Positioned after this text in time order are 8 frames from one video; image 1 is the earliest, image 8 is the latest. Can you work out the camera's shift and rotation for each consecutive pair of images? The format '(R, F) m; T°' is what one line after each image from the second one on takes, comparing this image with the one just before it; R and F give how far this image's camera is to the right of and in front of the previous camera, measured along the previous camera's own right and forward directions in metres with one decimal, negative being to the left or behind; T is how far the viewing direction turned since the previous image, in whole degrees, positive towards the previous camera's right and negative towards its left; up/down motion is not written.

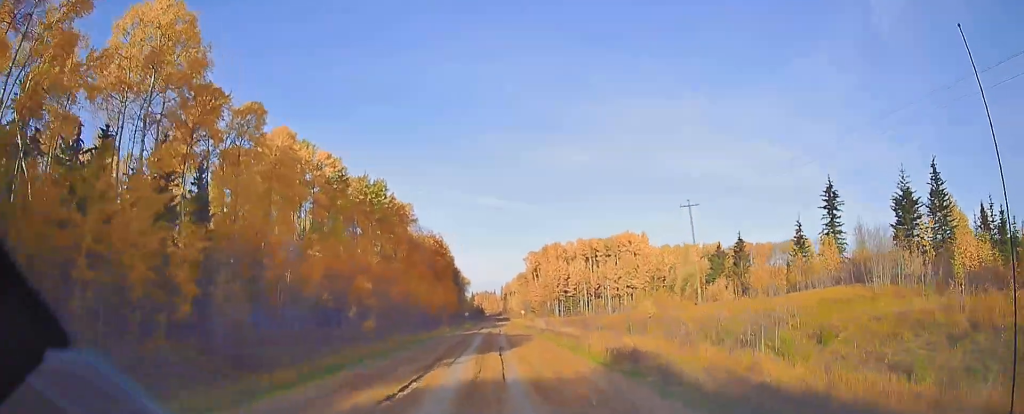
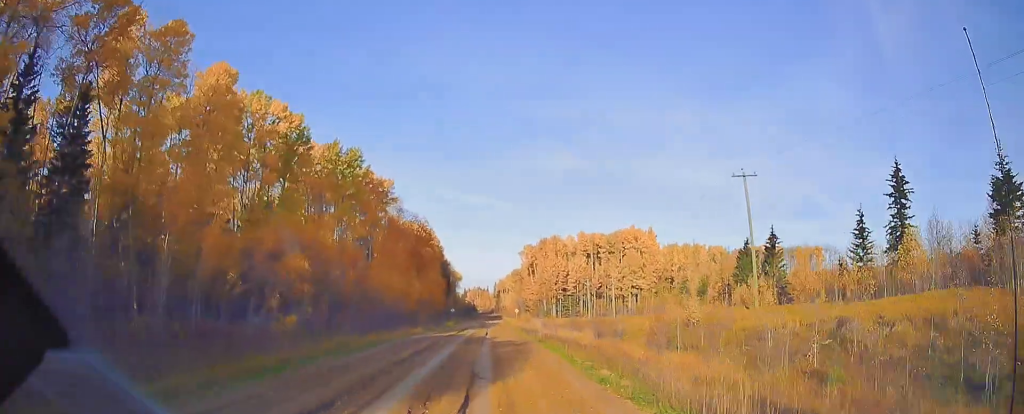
(0.0, +14.3) m; 0°
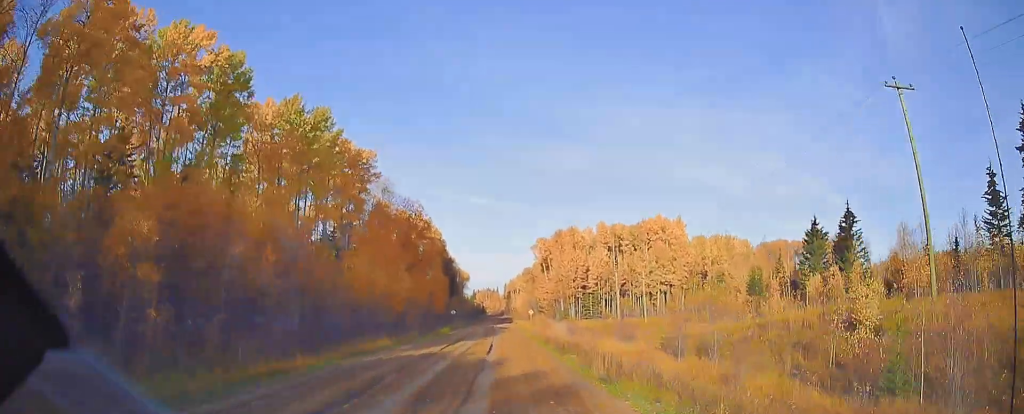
(-0.1, +18.0) m; -1°
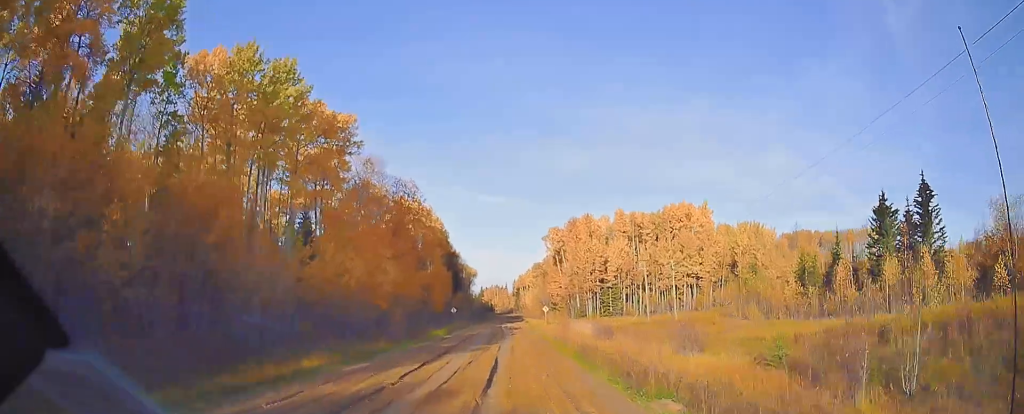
(-0.1, +13.4) m; -1°
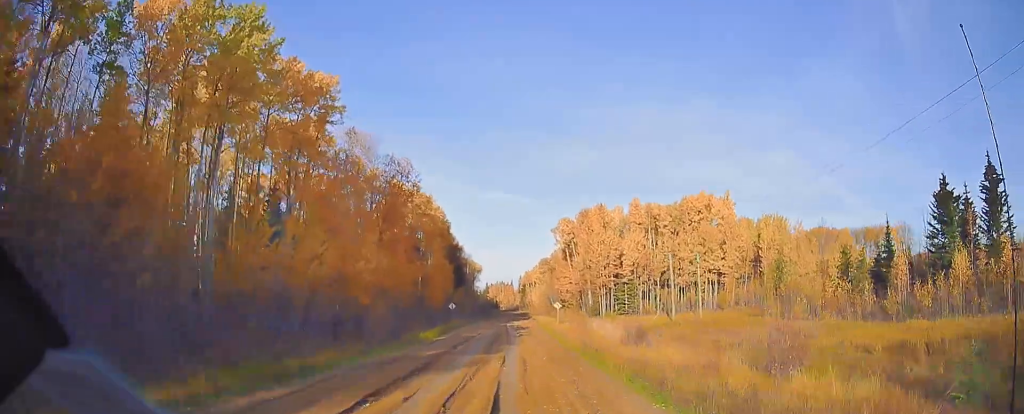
(-0.2, +9.6) m; +1°
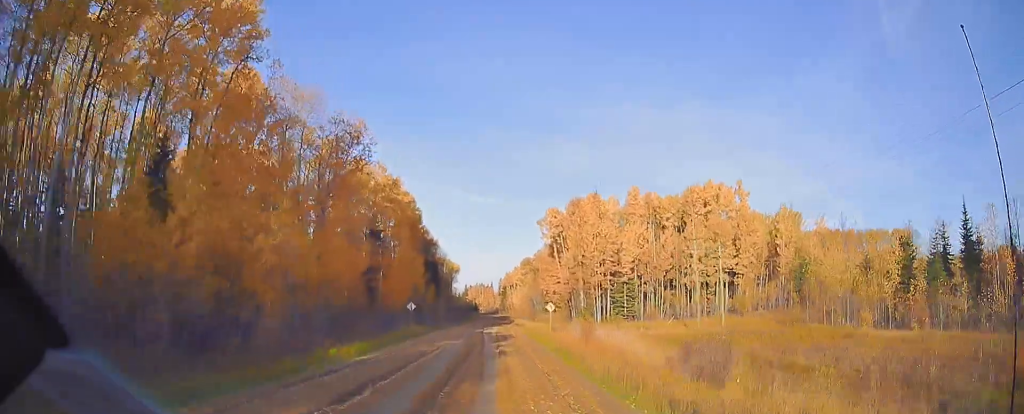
(+0.1, +14.6) m; 0°
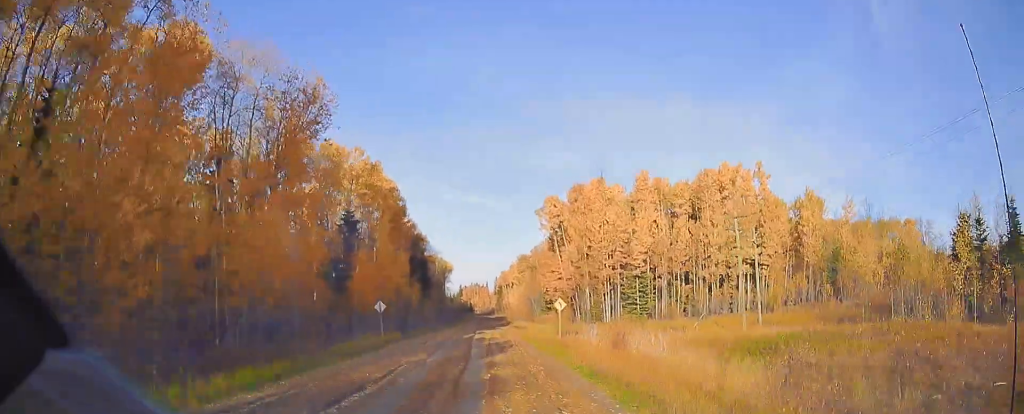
(+0.5, +10.1) m; 0°
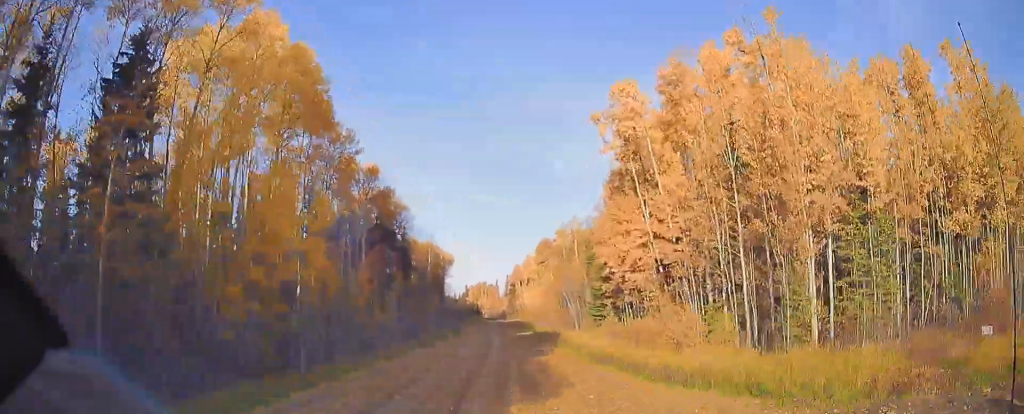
(-1.8, +45.3) m; -3°
